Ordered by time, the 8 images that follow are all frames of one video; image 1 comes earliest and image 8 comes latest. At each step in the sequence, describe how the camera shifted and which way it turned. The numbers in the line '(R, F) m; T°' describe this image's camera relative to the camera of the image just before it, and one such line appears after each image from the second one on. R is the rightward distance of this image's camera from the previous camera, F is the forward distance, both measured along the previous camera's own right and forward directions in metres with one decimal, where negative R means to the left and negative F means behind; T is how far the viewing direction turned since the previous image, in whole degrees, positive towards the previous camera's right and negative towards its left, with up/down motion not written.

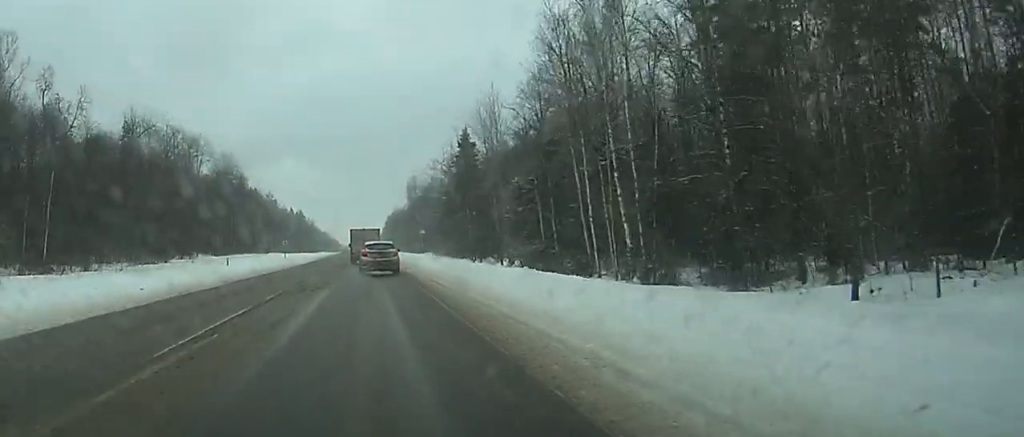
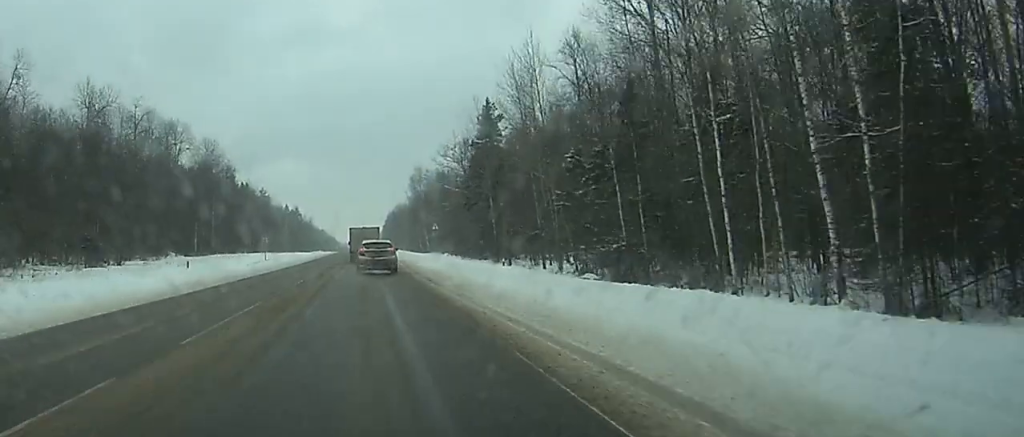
(0.0, +21.6) m; 0°
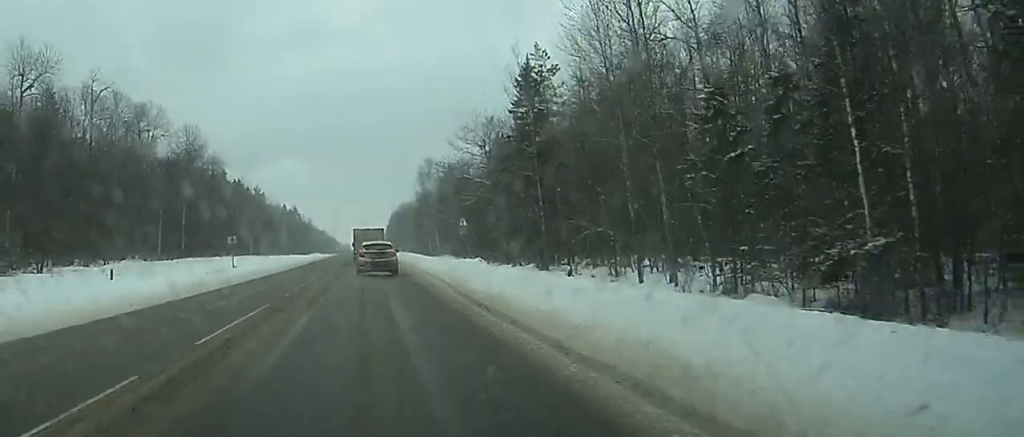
(0.0, +23.7) m; 0°
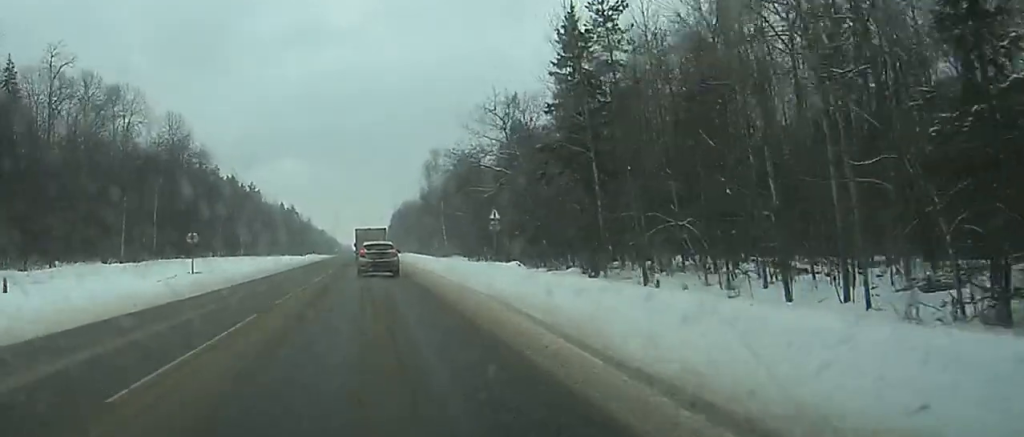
(0.0, +16.2) m; 0°
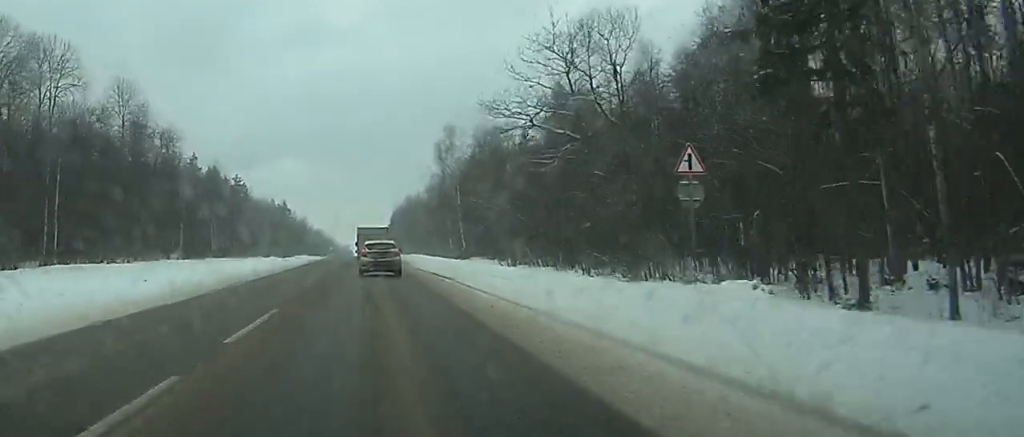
(0.0, +31.6) m; 0°
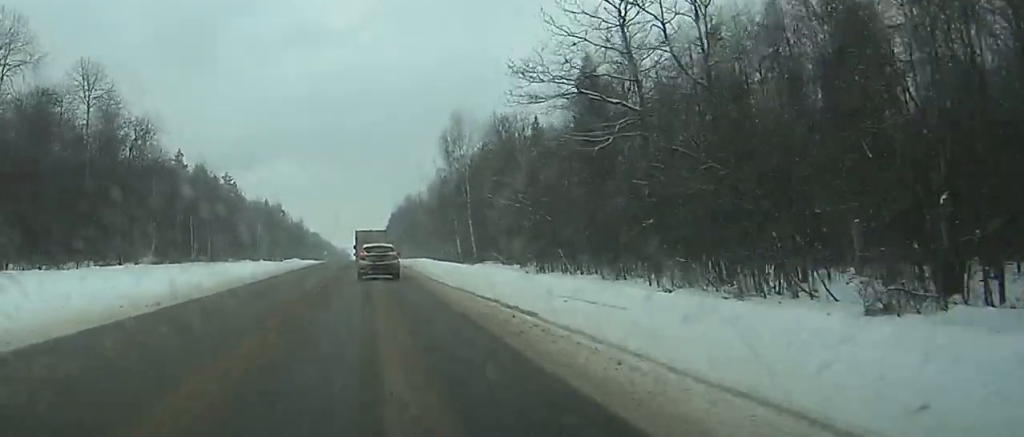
(+0.1, +15.4) m; 0°
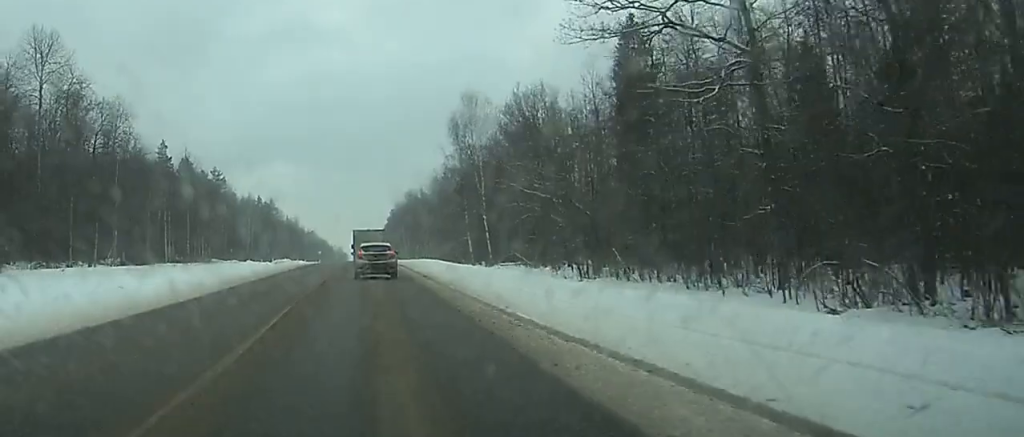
(0.0, +16.0) m; 0°
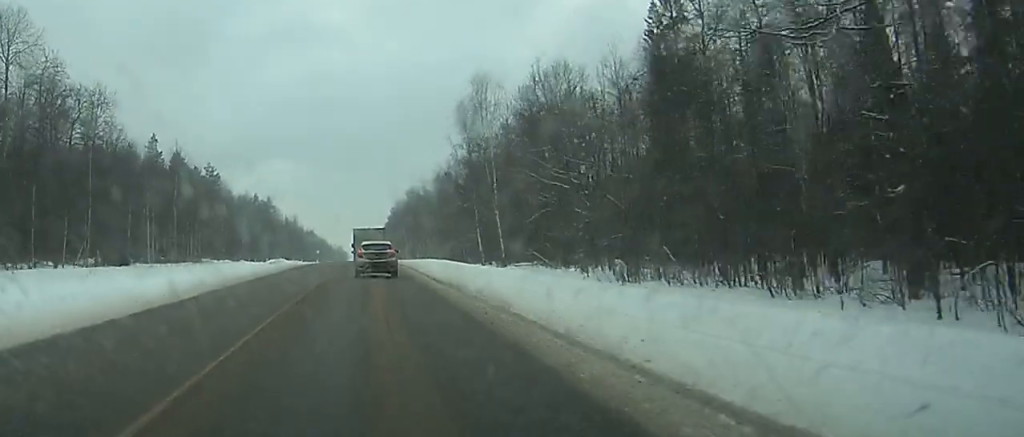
(0.0, +9.4) m; 0°
